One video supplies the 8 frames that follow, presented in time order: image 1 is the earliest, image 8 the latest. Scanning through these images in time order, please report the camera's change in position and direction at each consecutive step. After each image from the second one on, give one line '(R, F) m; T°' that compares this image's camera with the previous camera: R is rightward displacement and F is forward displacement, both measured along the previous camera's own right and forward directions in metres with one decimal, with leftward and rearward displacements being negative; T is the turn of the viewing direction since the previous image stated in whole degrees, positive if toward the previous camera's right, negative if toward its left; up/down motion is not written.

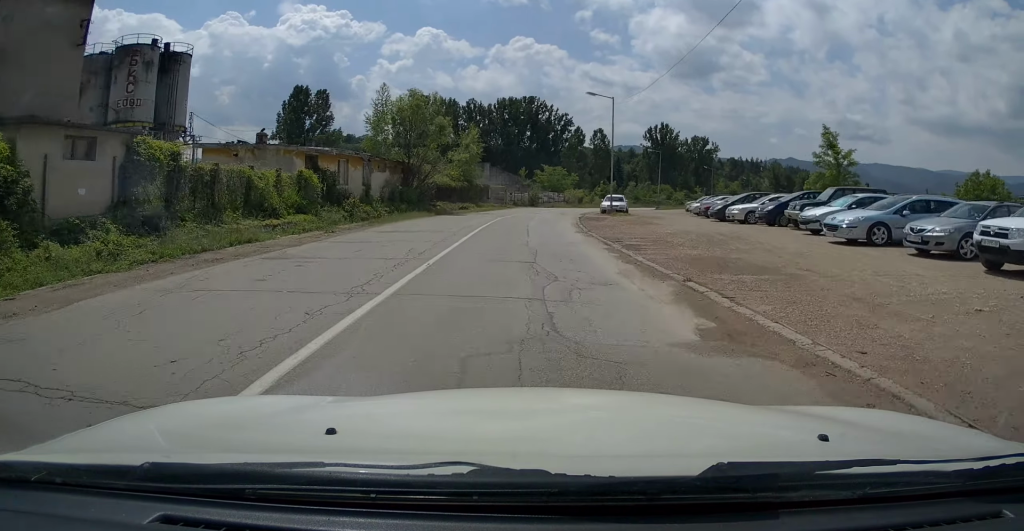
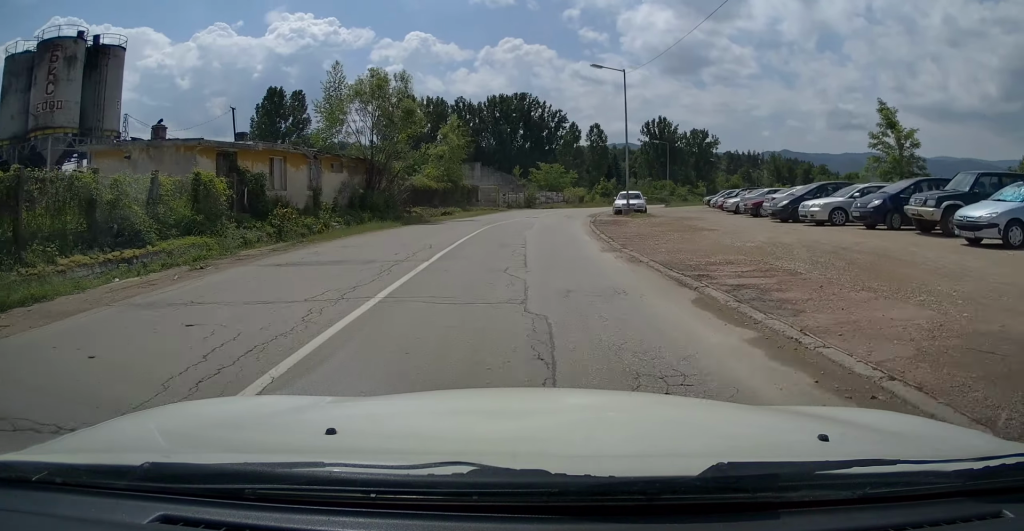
(+0.1, +8.6) m; +1°
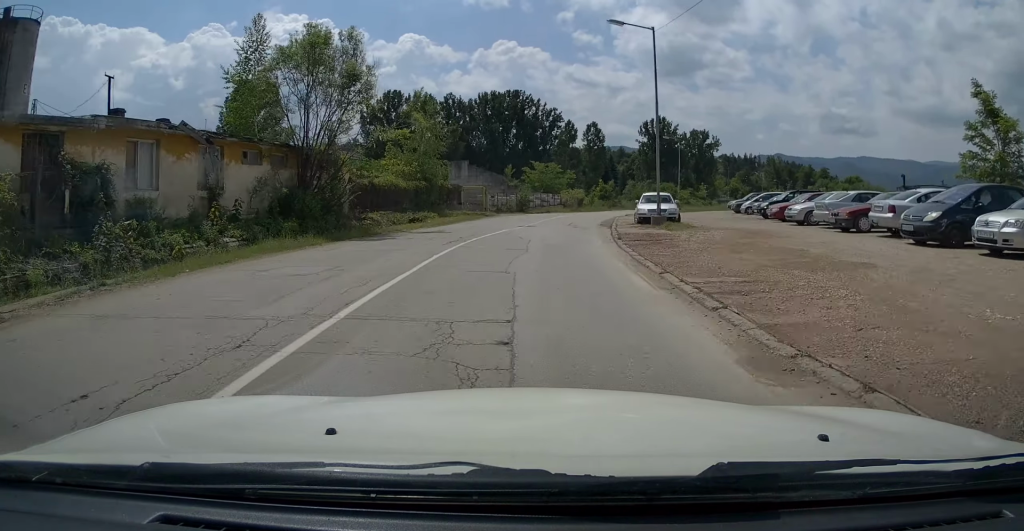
(+0.2, +9.6) m; +1°
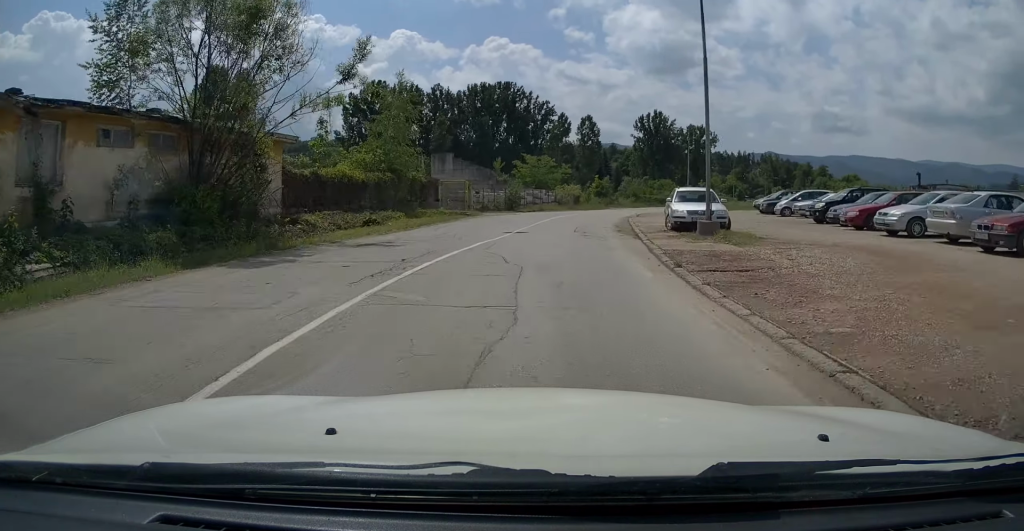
(0.0, +7.8) m; 0°
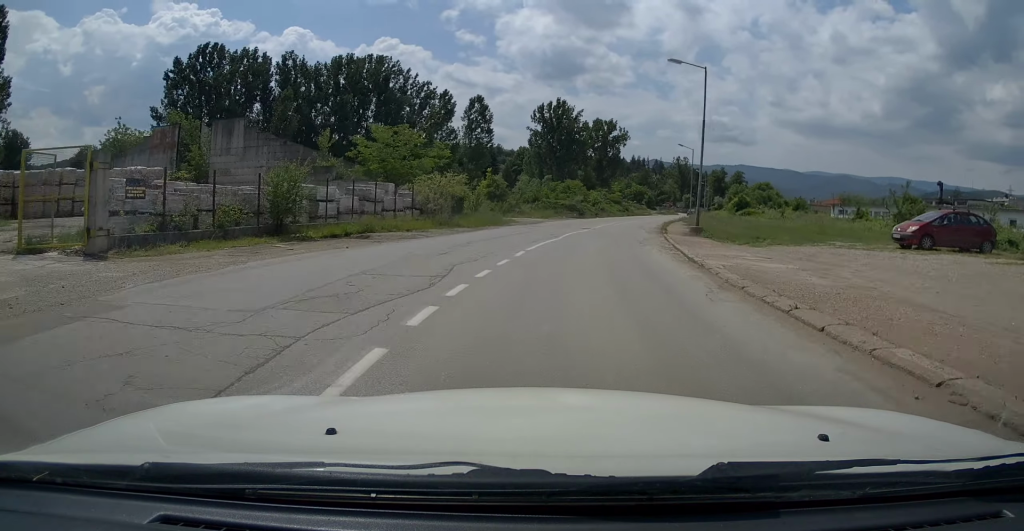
(+1.1, +34.6) m; +6°
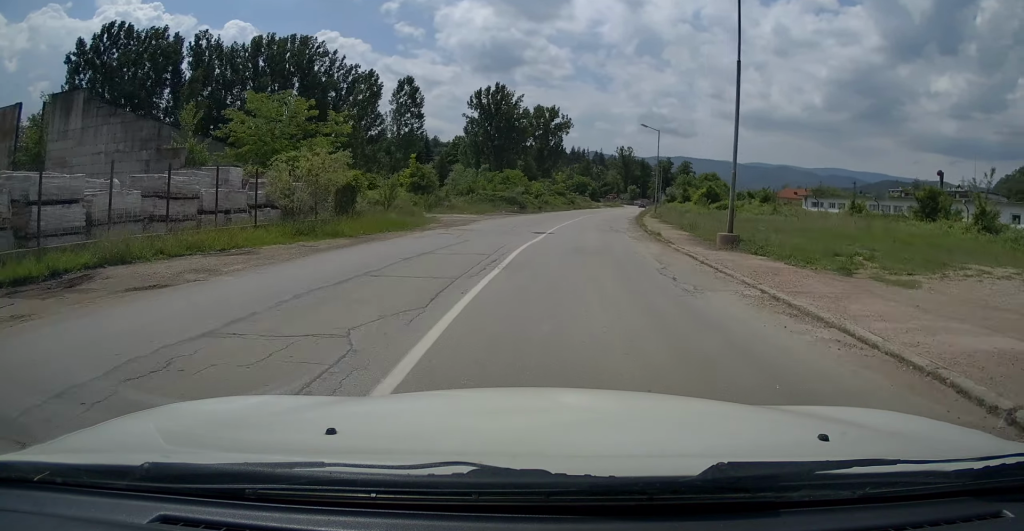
(+0.4, +11.9) m; +4°
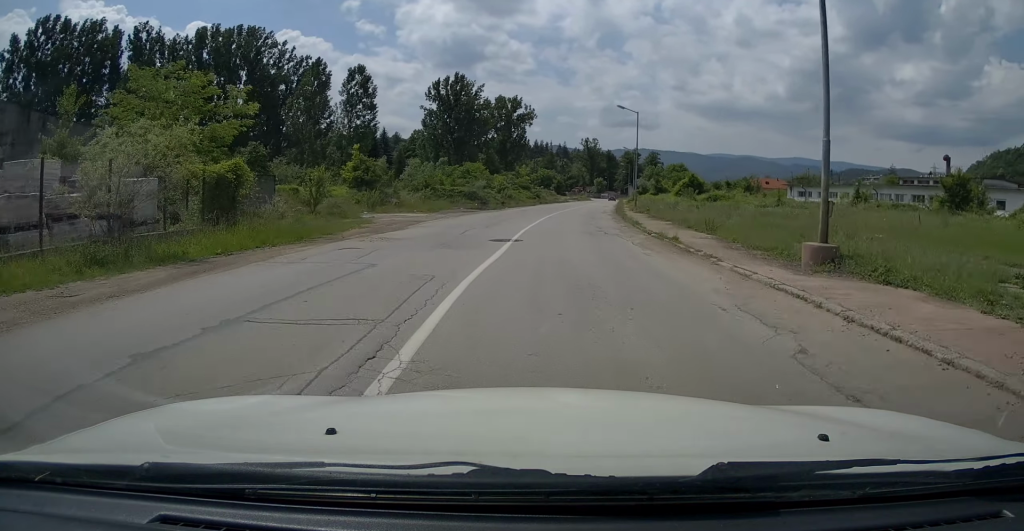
(0.0, +7.4) m; +3°
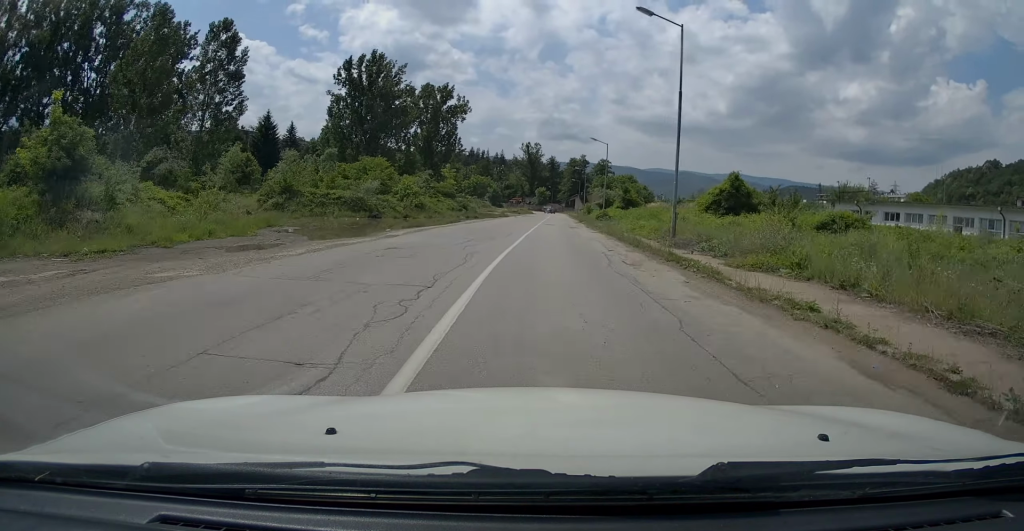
(+2.4, +28.6) m; +9°
